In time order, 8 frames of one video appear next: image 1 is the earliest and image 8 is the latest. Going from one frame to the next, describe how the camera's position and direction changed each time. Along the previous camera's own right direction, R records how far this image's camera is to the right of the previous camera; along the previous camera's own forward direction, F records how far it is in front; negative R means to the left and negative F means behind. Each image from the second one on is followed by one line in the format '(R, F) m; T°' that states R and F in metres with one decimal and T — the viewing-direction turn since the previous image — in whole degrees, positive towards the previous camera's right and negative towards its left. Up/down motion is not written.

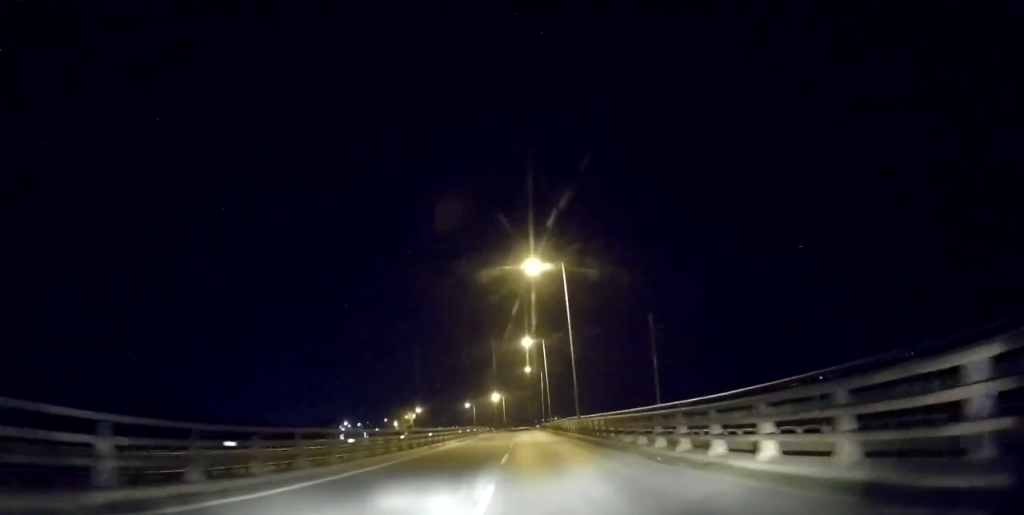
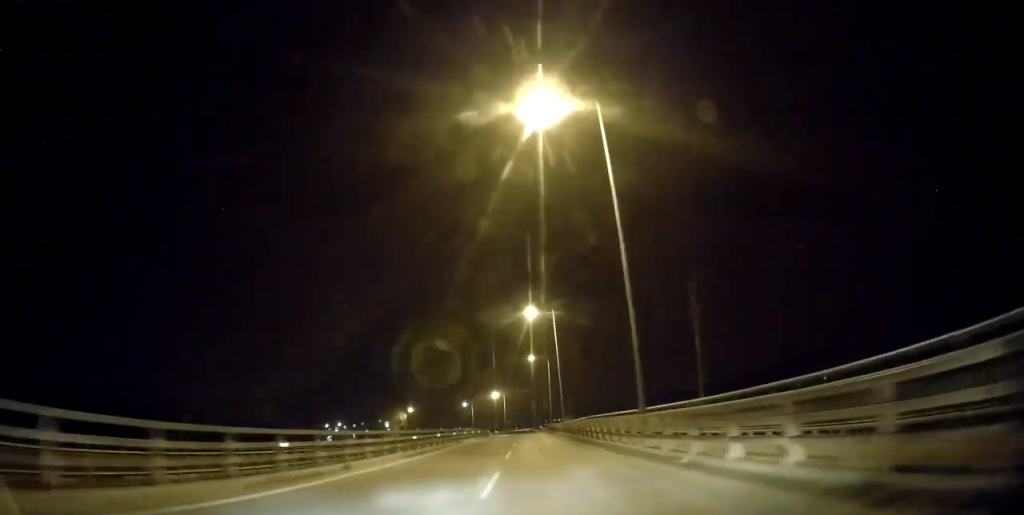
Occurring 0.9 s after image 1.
(-0.2, +21.1) m; 0°
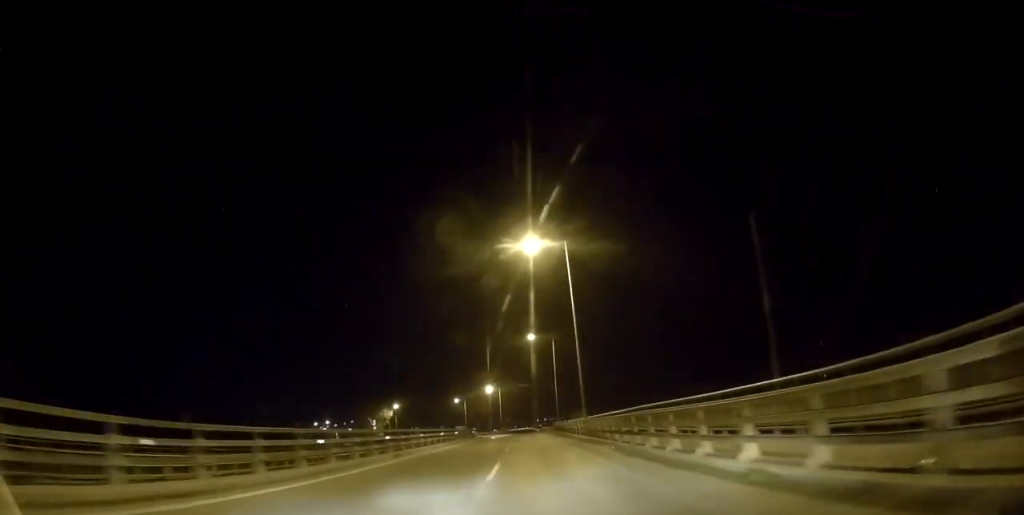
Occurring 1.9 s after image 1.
(+0.1, +21.3) m; +1°
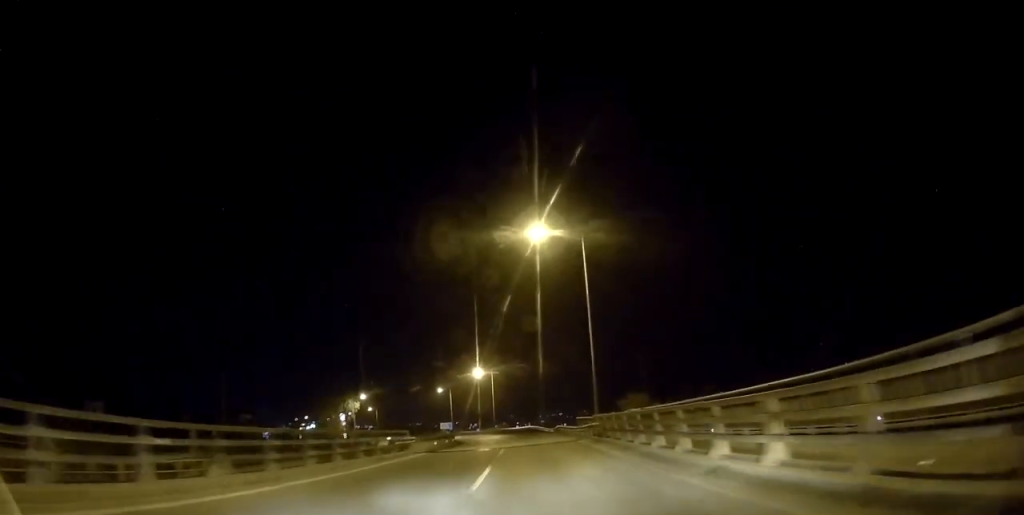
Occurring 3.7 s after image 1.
(-0.3, +39.2) m; -2°
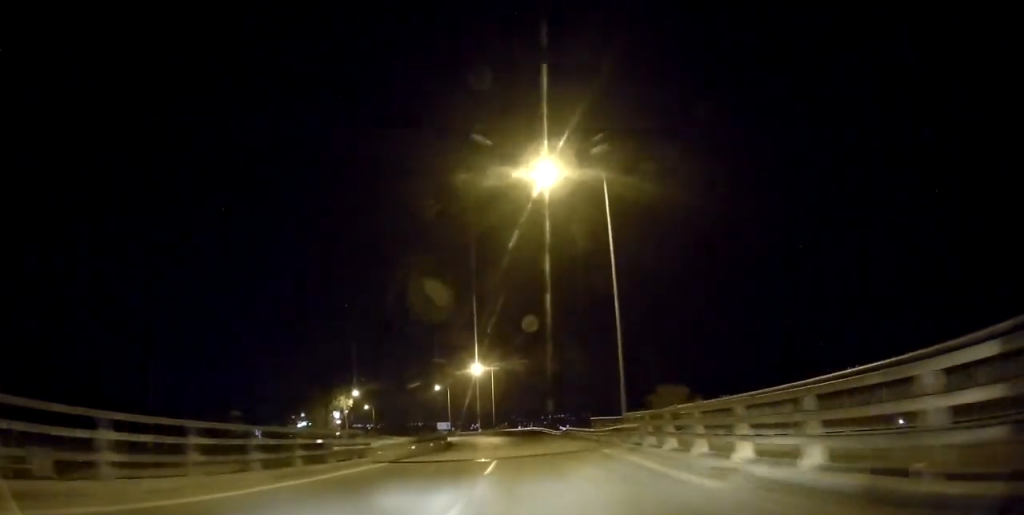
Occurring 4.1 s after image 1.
(0.0, +8.6) m; 0°
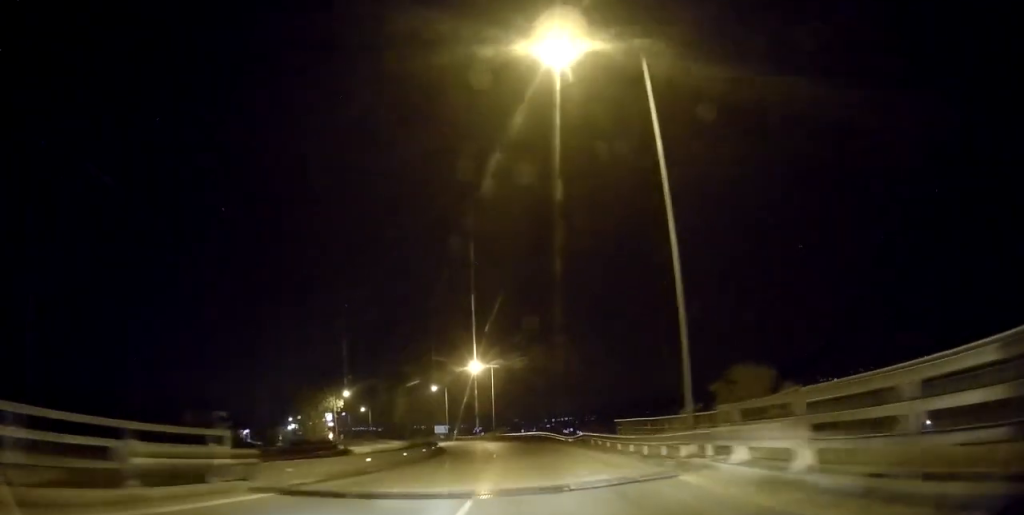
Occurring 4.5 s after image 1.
(0.0, +9.6) m; 0°
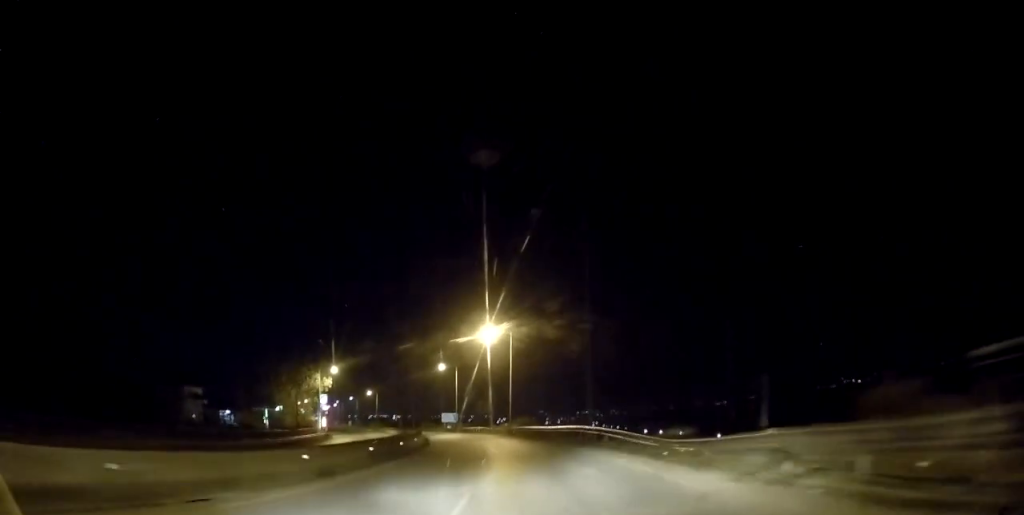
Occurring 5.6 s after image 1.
(0.0, +23.8) m; -3°
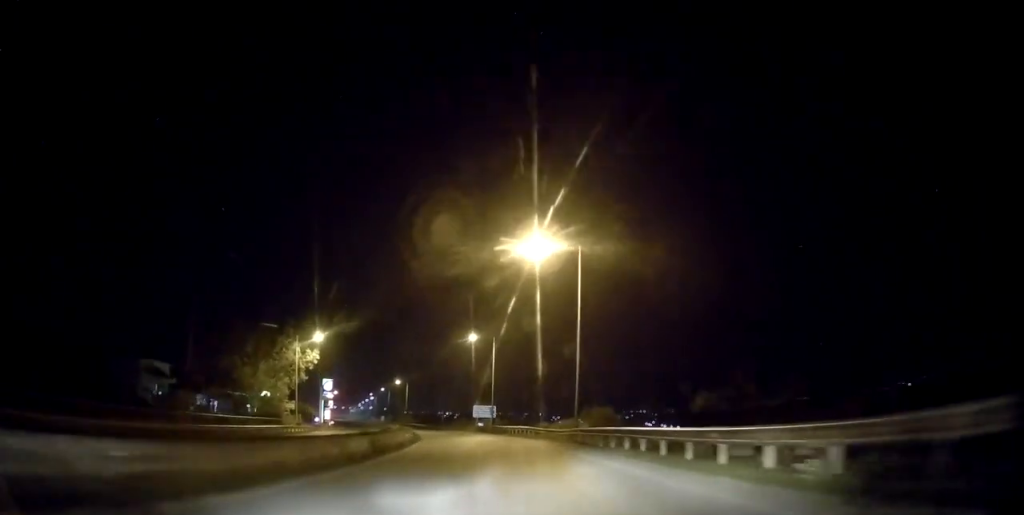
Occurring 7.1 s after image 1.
(-2.4, +32.9) m; -6°
